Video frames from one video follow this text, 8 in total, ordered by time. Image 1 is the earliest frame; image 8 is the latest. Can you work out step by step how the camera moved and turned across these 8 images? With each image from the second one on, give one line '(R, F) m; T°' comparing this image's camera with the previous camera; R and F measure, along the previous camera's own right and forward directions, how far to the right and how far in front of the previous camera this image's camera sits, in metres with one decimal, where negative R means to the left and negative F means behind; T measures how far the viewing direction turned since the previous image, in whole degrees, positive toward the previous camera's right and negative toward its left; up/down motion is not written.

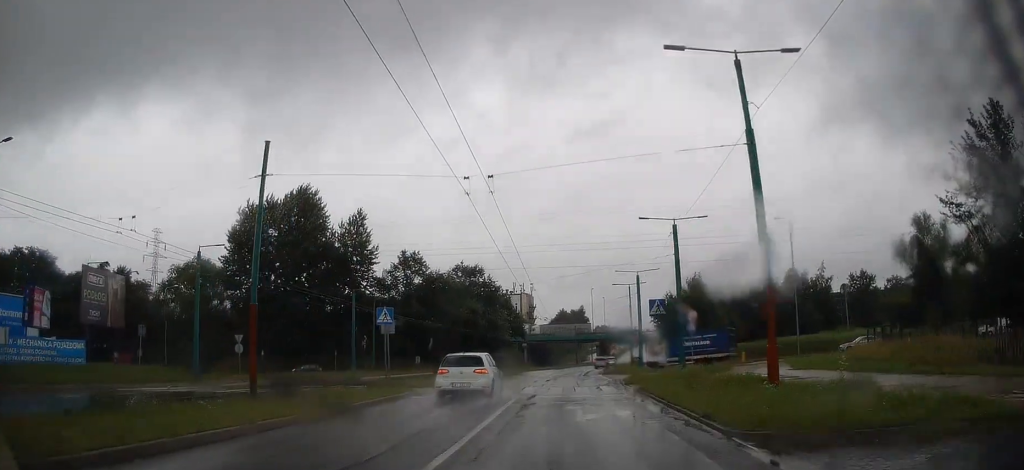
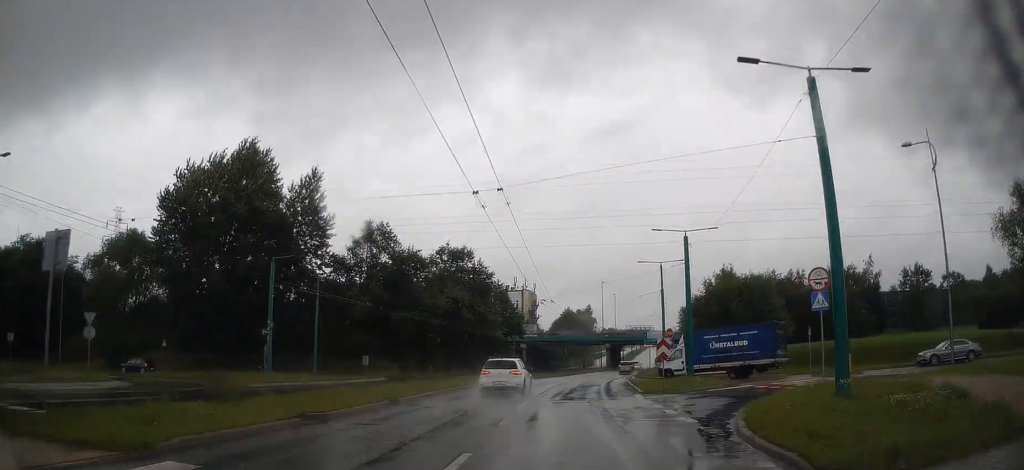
(+0.5, +20.2) m; +2°
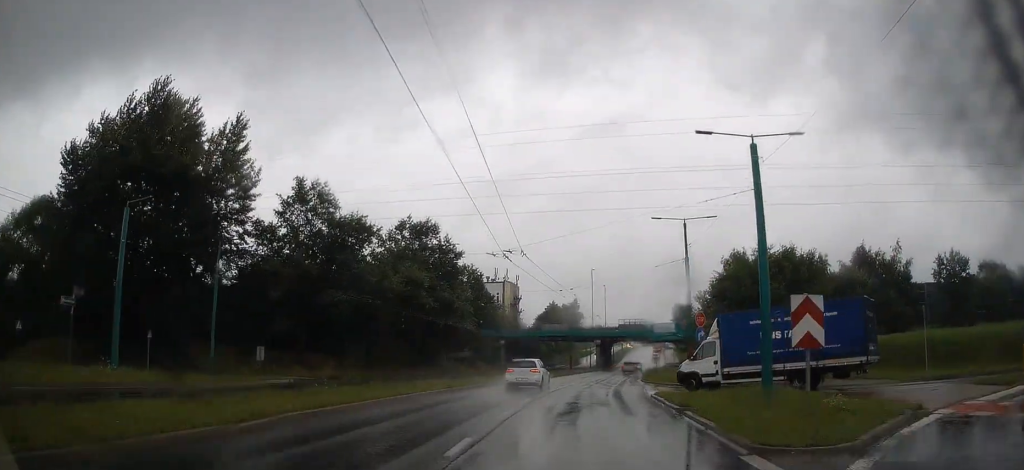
(0.0, +16.3) m; +1°
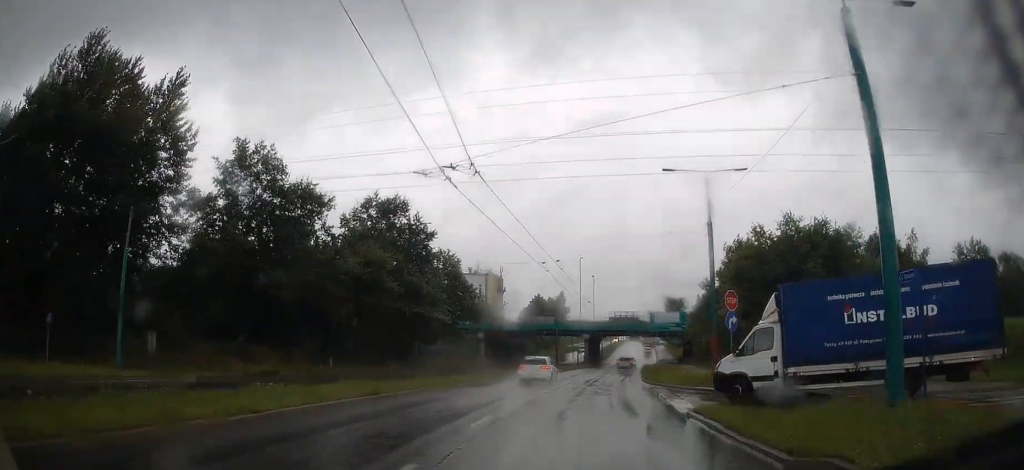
(-0.1, +9.3) m; +1°
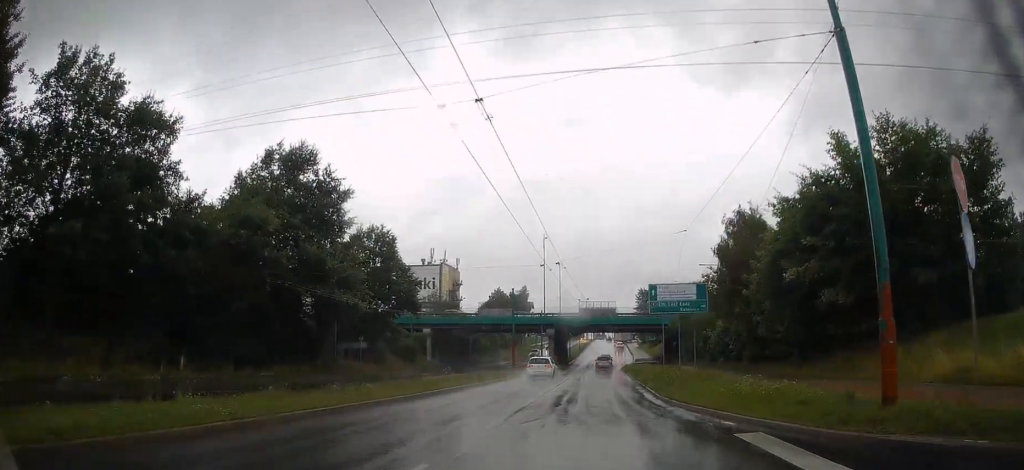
(+0.8, +18.0) m; +4°
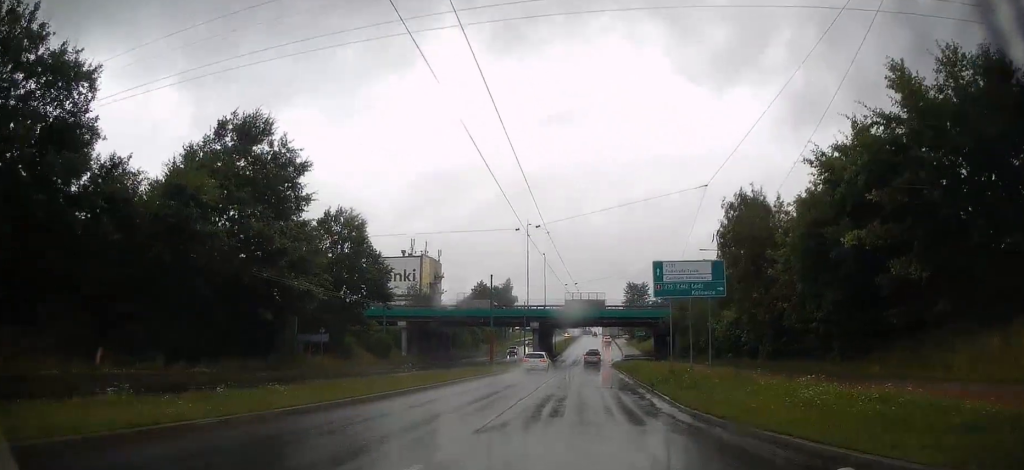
(+0.3, +6.5) m; +1°
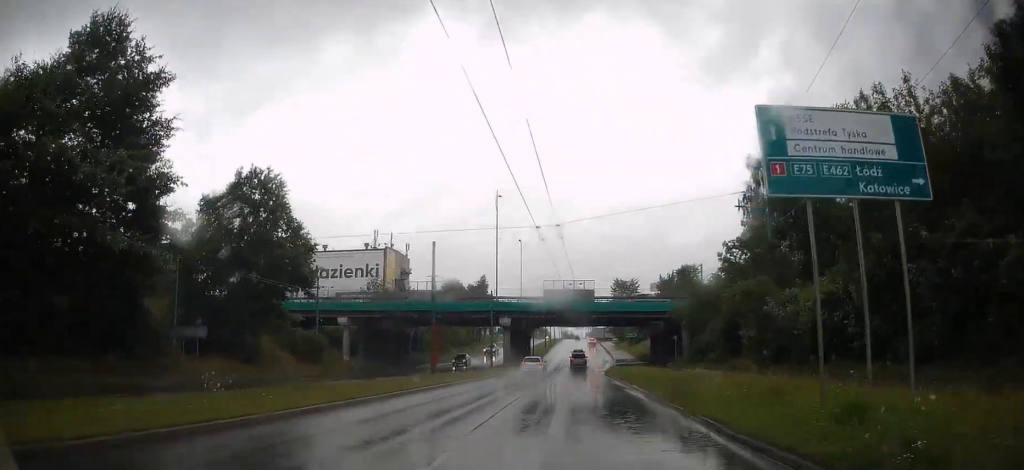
(0.0, +17.1) m; 0°
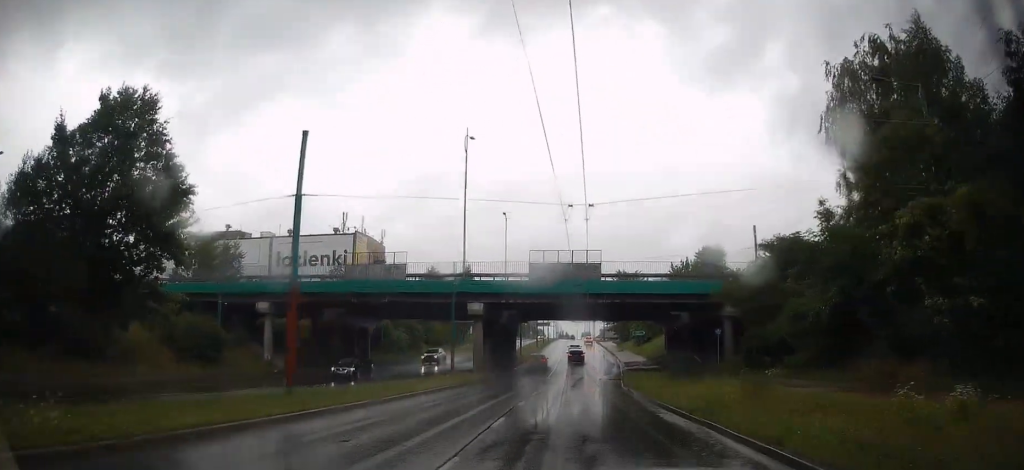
(+0.1, +18.8) m; +2°
